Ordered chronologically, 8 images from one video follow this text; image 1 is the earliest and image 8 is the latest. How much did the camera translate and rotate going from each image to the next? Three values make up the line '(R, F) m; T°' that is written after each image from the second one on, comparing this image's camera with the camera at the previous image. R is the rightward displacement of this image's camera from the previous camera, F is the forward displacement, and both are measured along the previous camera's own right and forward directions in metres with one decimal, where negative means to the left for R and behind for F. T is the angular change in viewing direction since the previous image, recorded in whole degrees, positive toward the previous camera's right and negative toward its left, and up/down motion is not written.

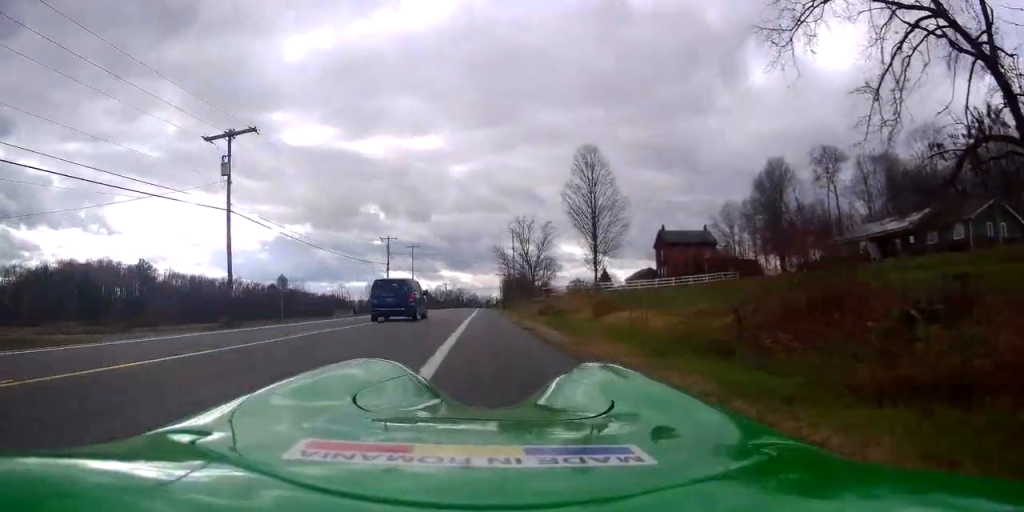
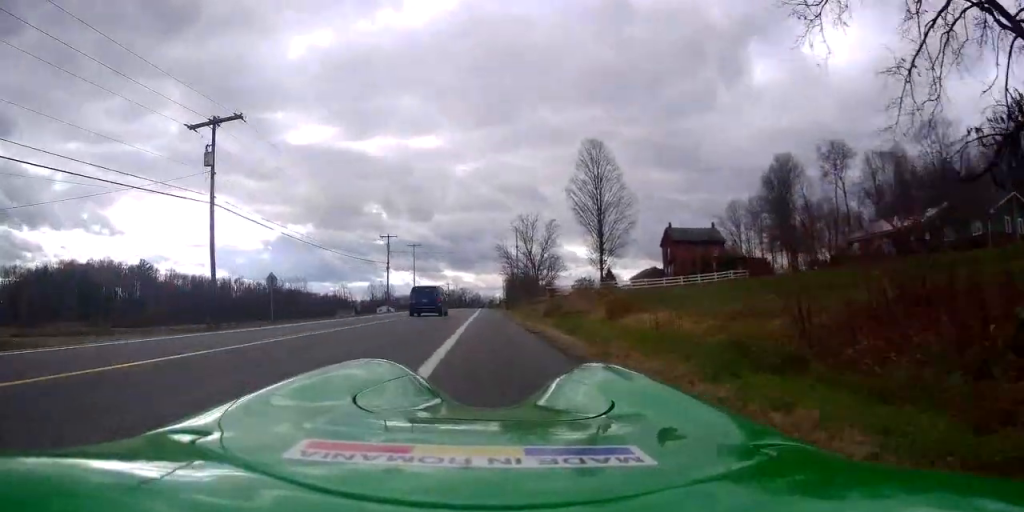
(+0.2, +2.1) m; 0°
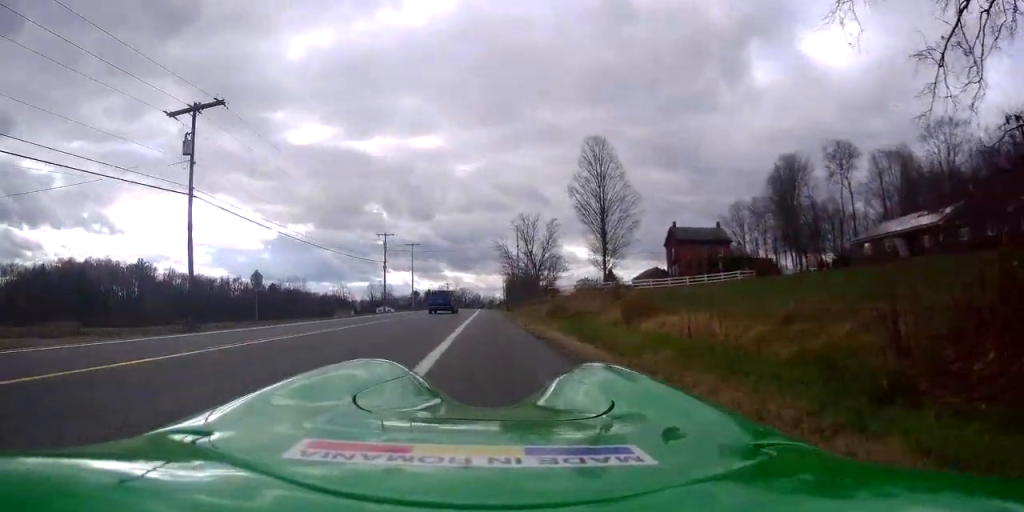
(+0.5, +2.1) m; 0°
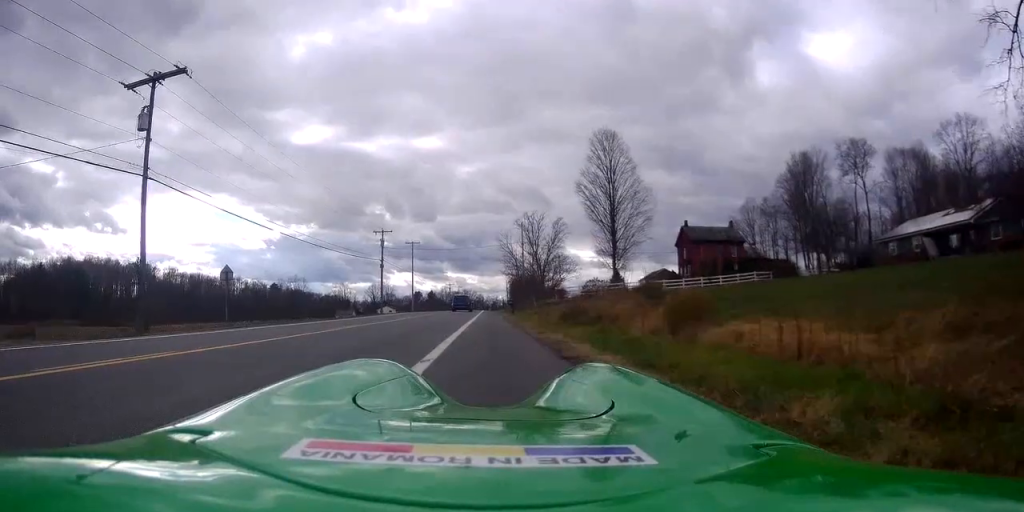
(-0.7, +4.0) m; -4°
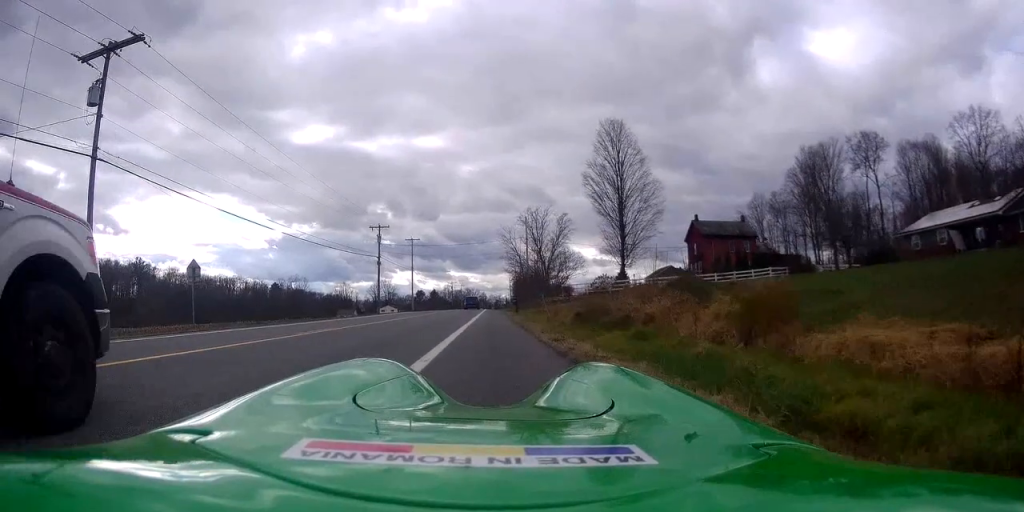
(+0.2, +3.5) m; -1°
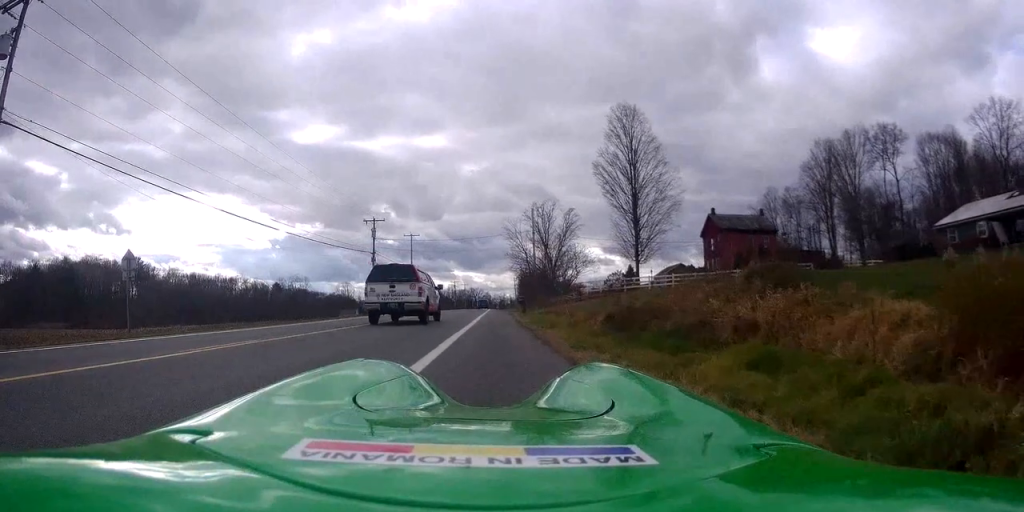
(-0.3, +5.2) m; -3°
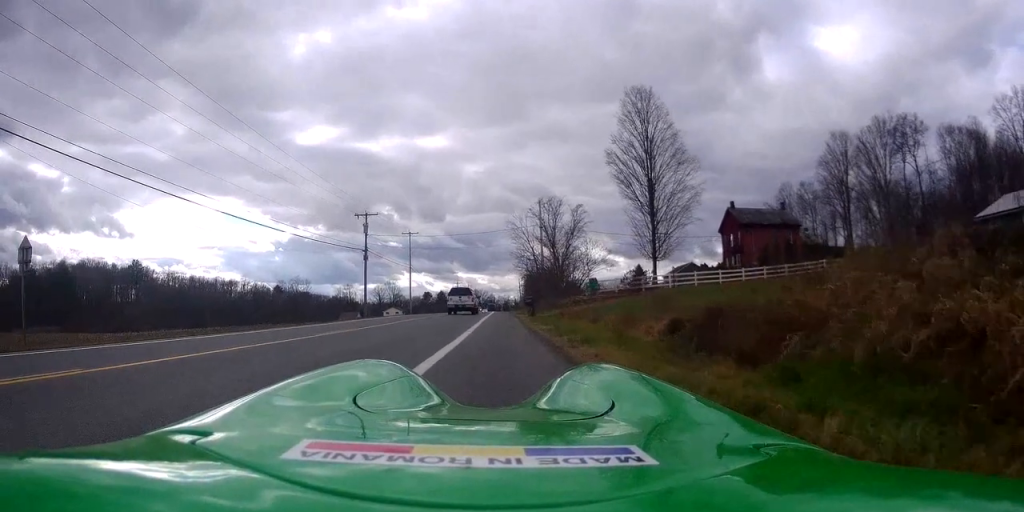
(+0.2, +5.6) m; +2°
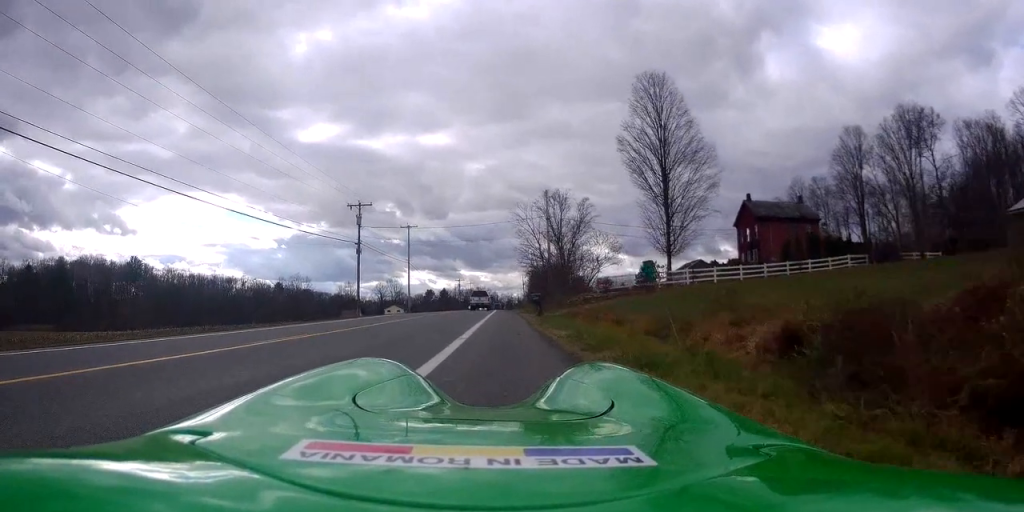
(-0.1, +4.4) m; -5°
